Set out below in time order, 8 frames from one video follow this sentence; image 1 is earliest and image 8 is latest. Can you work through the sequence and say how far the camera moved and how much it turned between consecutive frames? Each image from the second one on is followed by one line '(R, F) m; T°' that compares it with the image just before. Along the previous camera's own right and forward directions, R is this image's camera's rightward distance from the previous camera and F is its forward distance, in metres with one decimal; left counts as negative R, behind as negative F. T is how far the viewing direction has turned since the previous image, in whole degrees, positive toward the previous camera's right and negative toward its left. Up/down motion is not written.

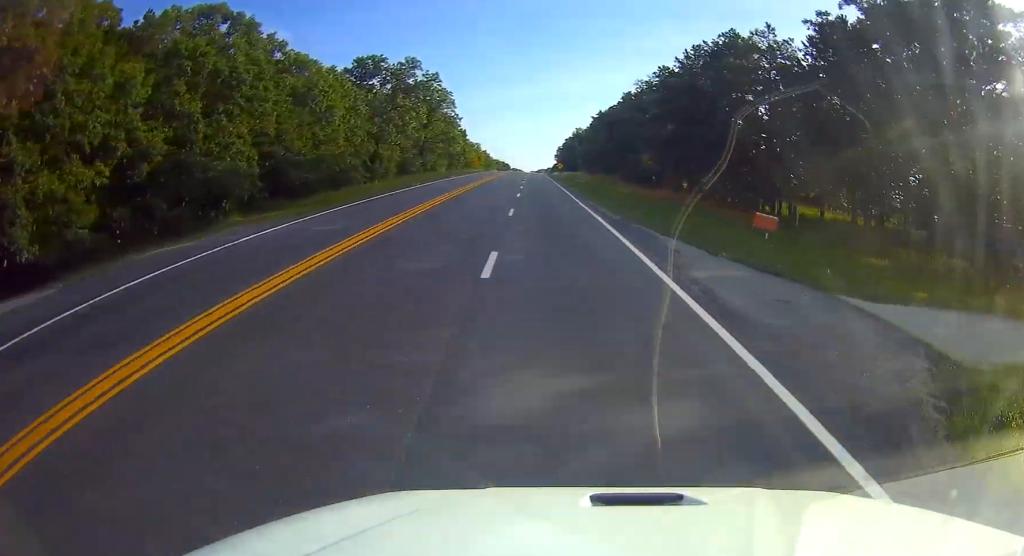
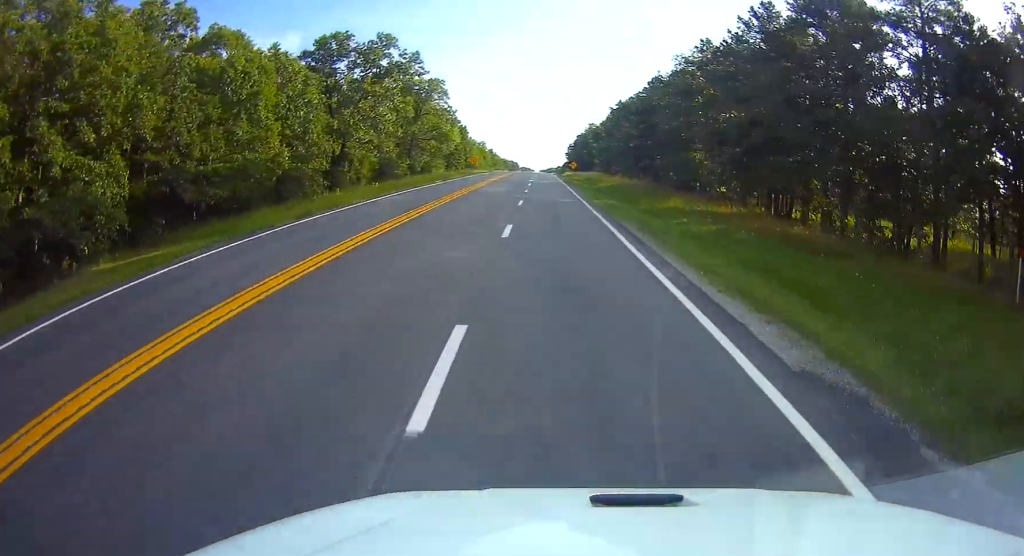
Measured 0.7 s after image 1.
(0.0, +18.6) m; 0°
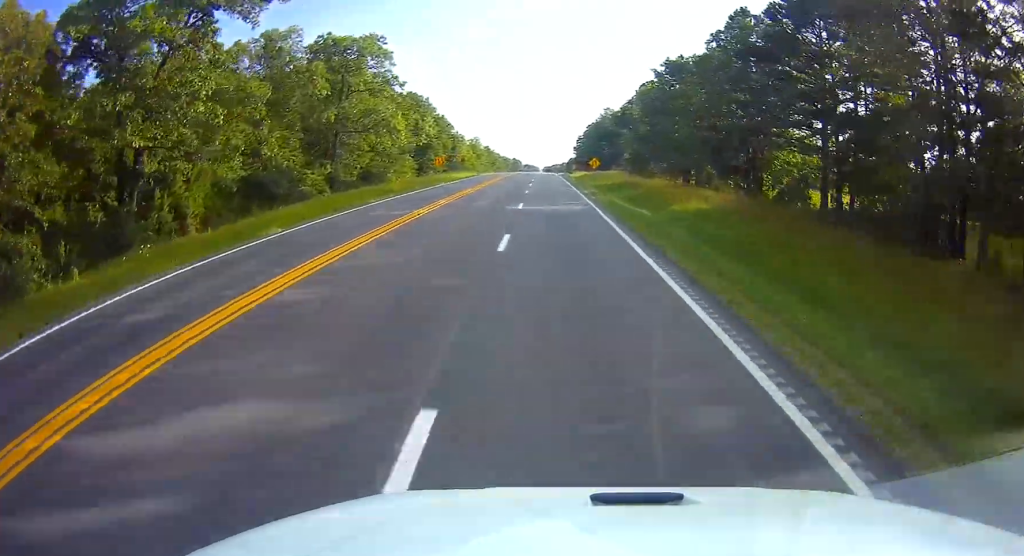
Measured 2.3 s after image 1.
(-0.2, +38.8) m; -2°
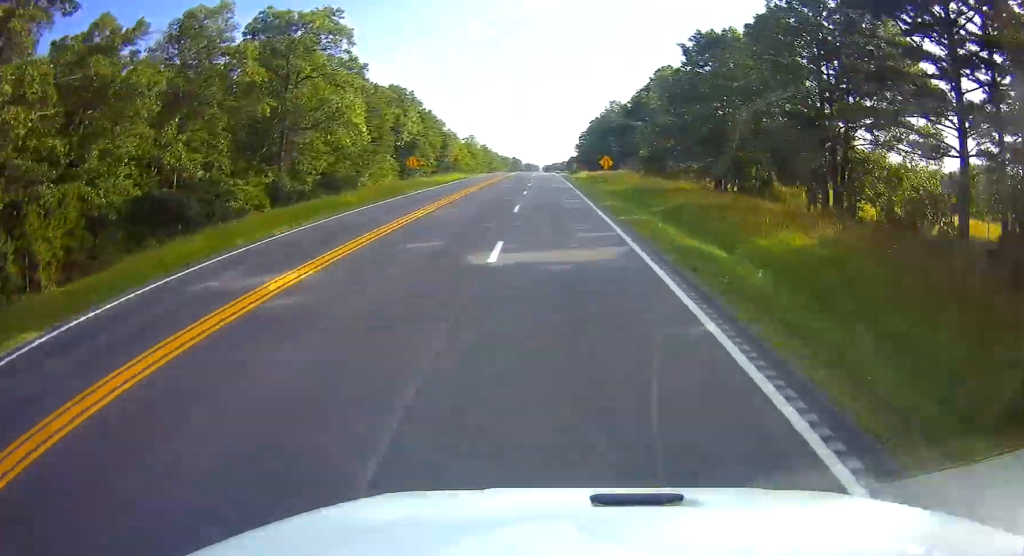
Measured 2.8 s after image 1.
(-0.1, +13.6) m; 0°
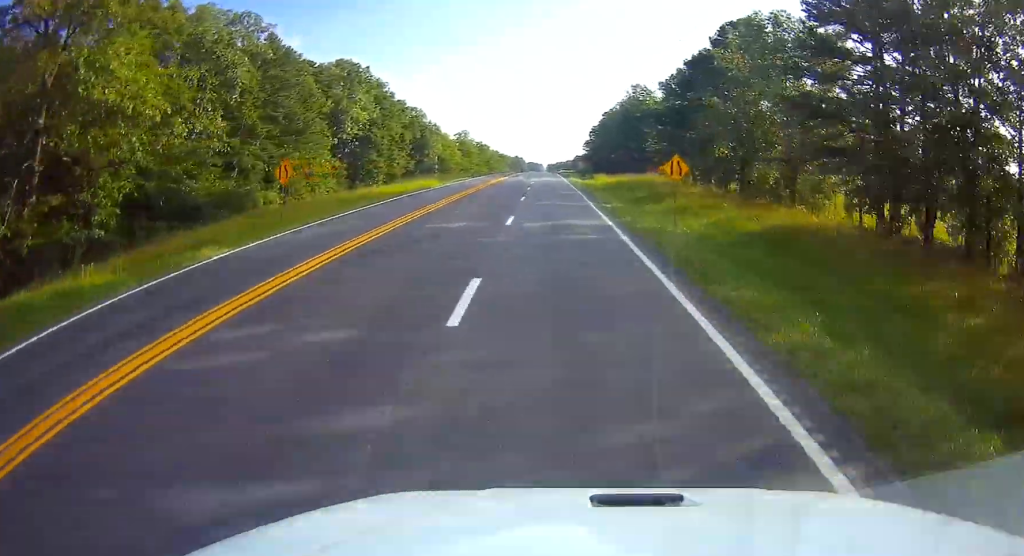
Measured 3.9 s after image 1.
(-0.1, +29.2) m; +1°
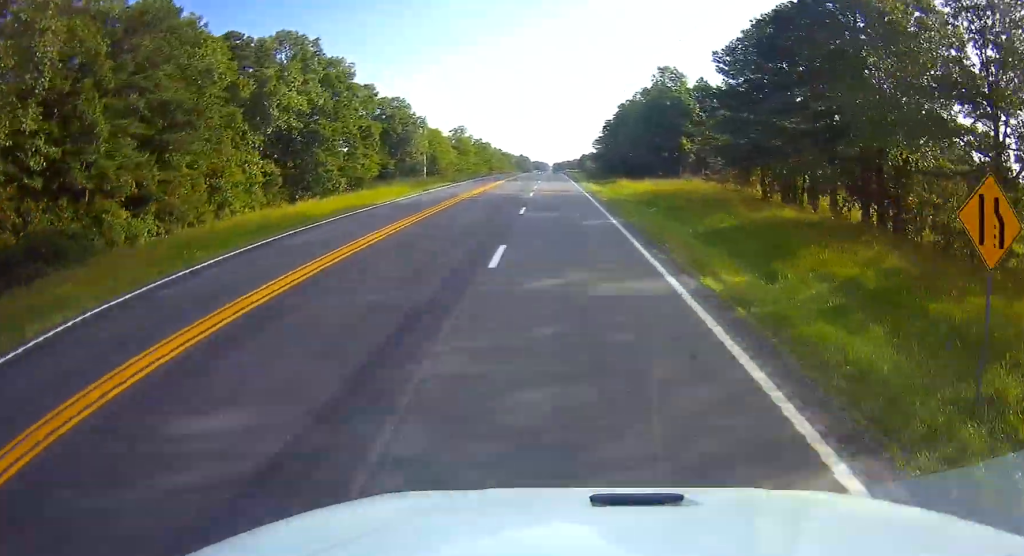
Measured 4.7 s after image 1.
(+0.1, +19.9) m; +1°
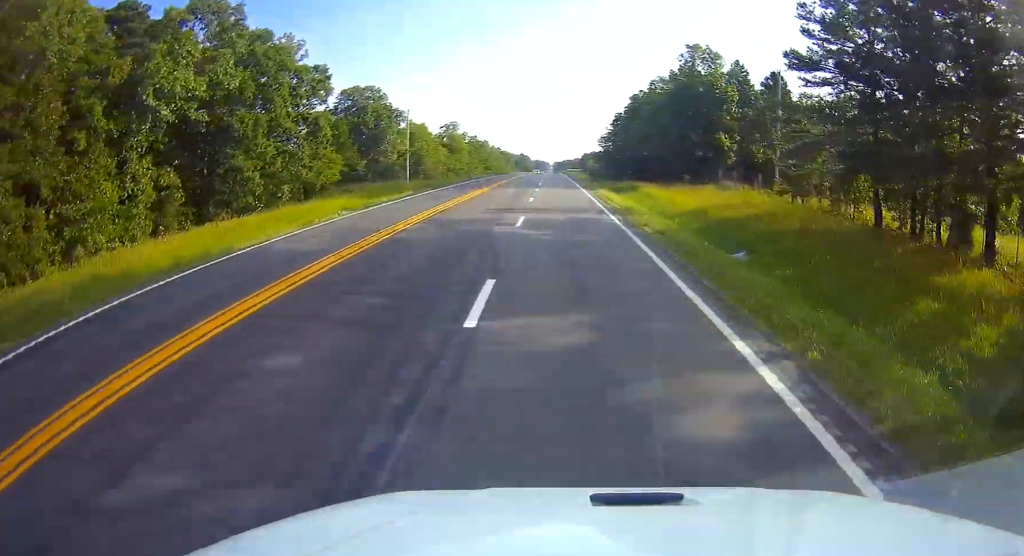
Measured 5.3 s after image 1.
(+0.4, +16.5) m; 0°
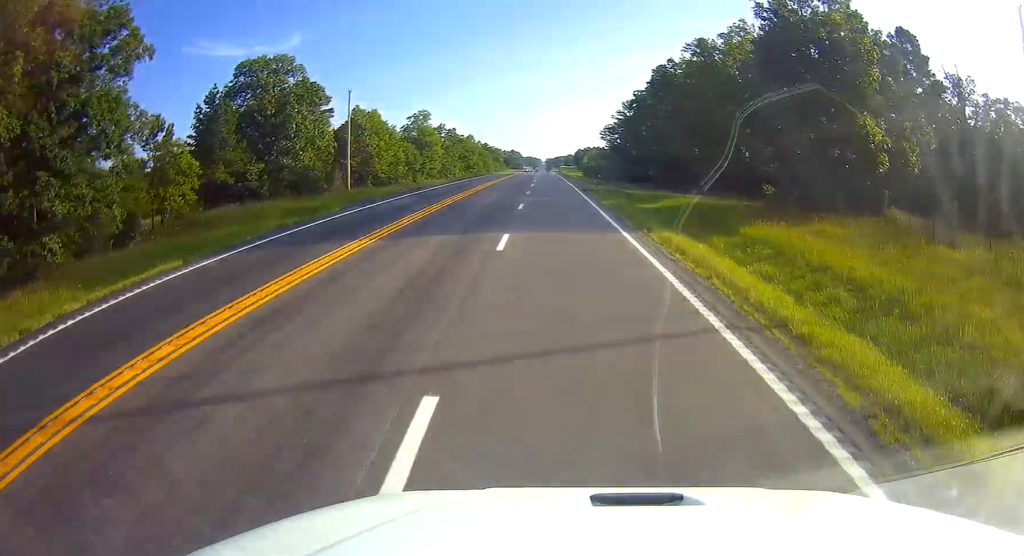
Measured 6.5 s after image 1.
(-0.8, +29.8) m; -1°
